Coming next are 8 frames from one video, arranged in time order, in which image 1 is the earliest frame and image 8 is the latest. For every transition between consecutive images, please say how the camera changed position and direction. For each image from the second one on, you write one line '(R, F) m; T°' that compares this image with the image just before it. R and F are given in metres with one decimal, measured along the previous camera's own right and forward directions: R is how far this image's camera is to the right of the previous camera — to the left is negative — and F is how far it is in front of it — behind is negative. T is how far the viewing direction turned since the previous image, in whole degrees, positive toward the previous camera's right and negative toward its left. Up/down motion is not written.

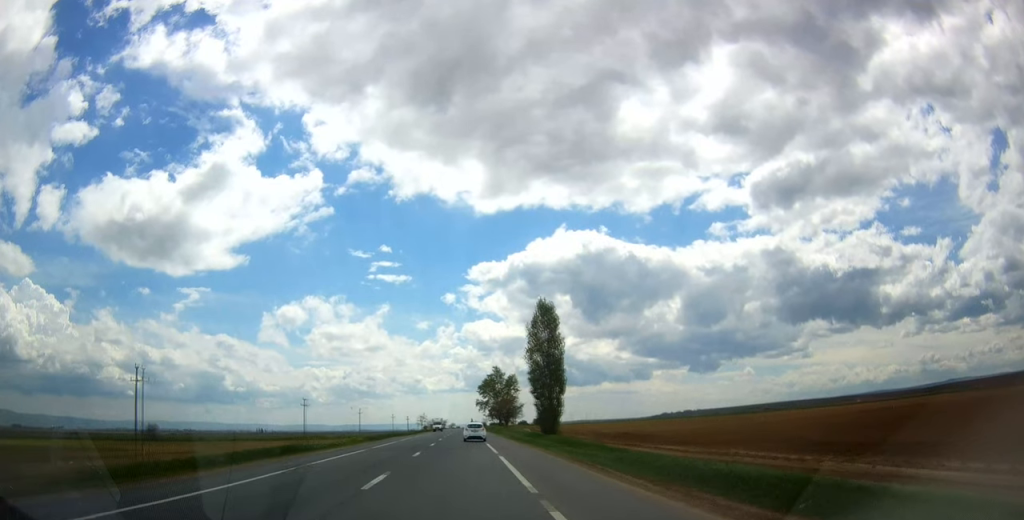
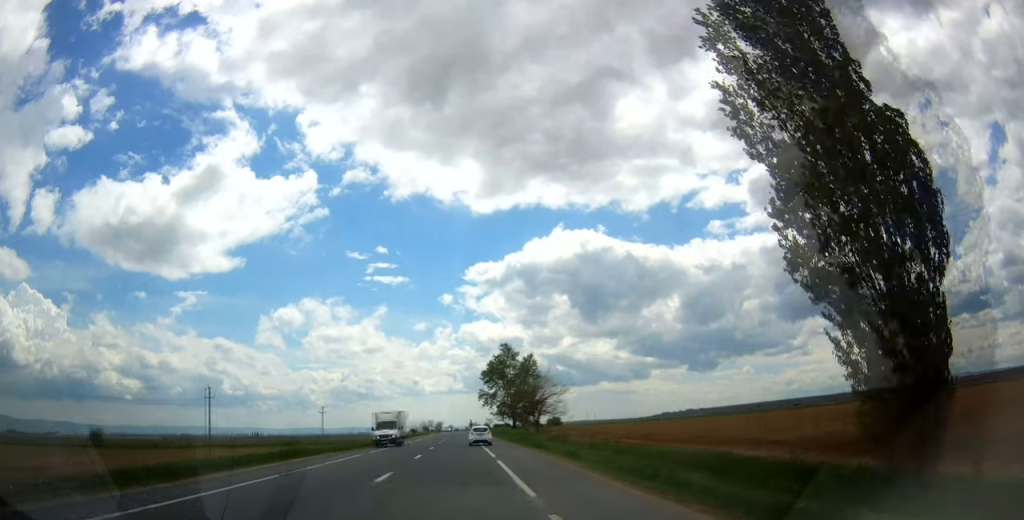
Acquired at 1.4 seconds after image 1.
(0.0, +45.3) m; -1°
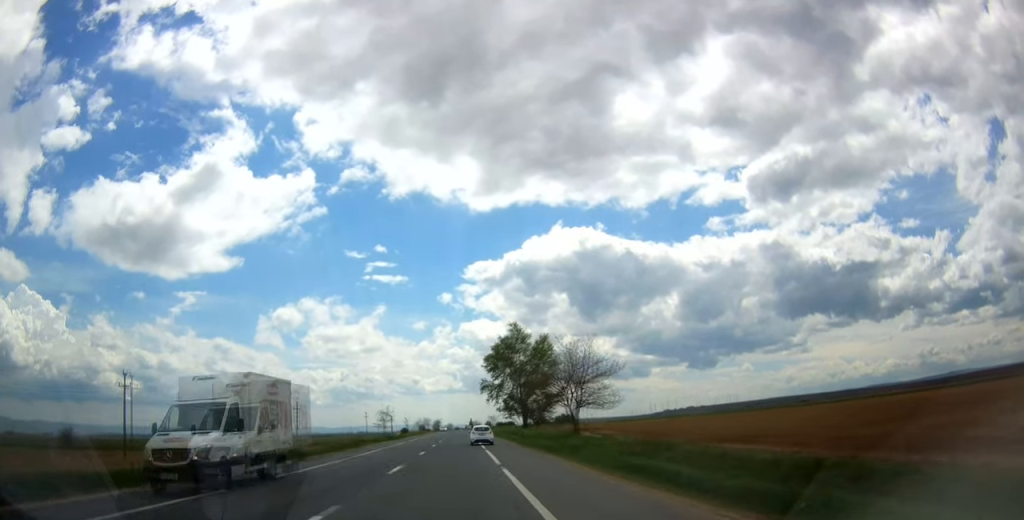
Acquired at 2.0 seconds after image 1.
(0.0, +19.4) m; 0°
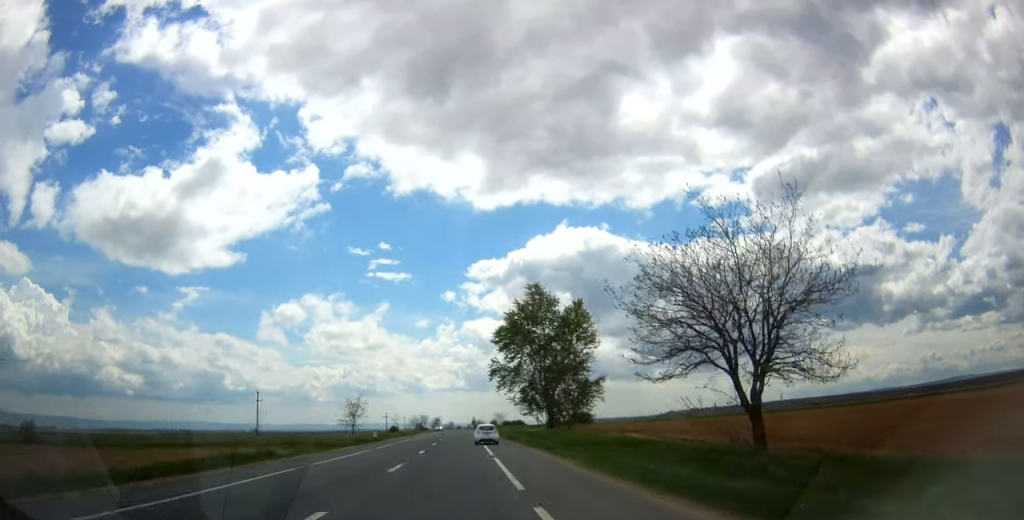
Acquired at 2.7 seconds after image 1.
(-0.5, +23.4) m; 0°
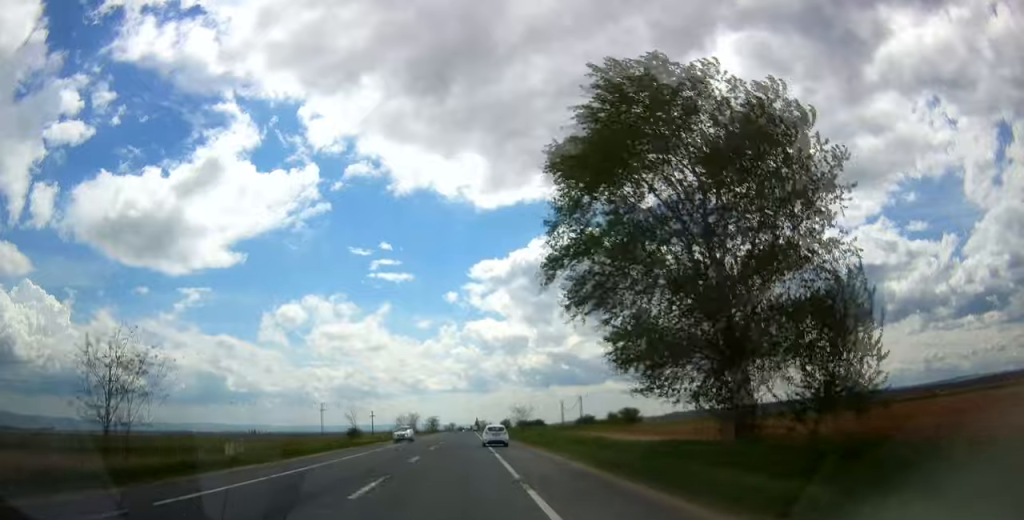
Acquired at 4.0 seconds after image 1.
(+0.7, +40.8) m; +1°
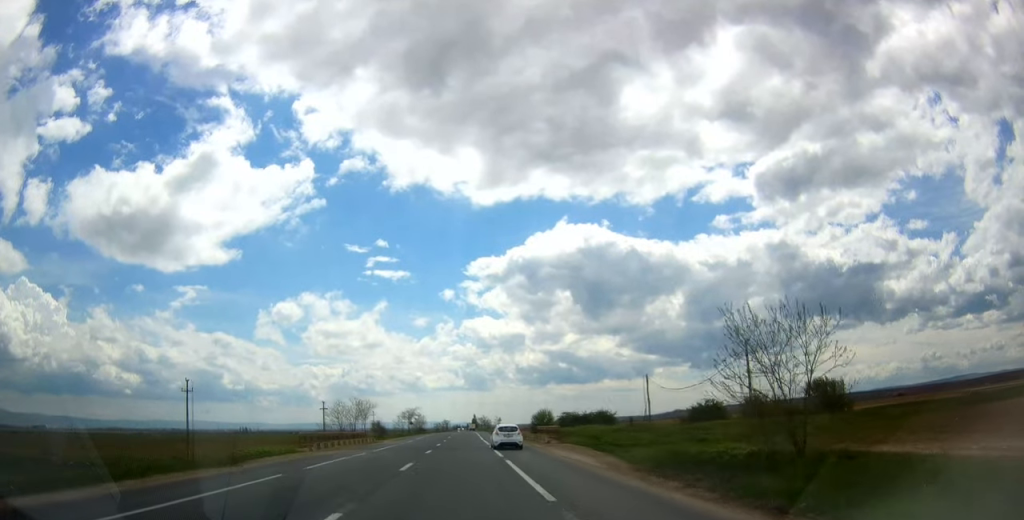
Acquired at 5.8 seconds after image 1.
(-1.0, +62.8) m; -1°
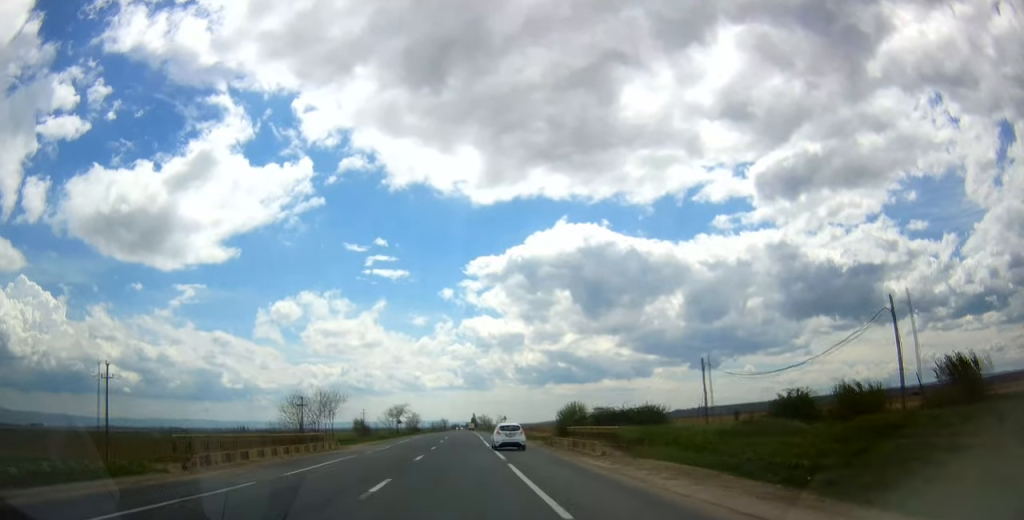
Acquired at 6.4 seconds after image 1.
(-0.1, +17.6) m; 0°
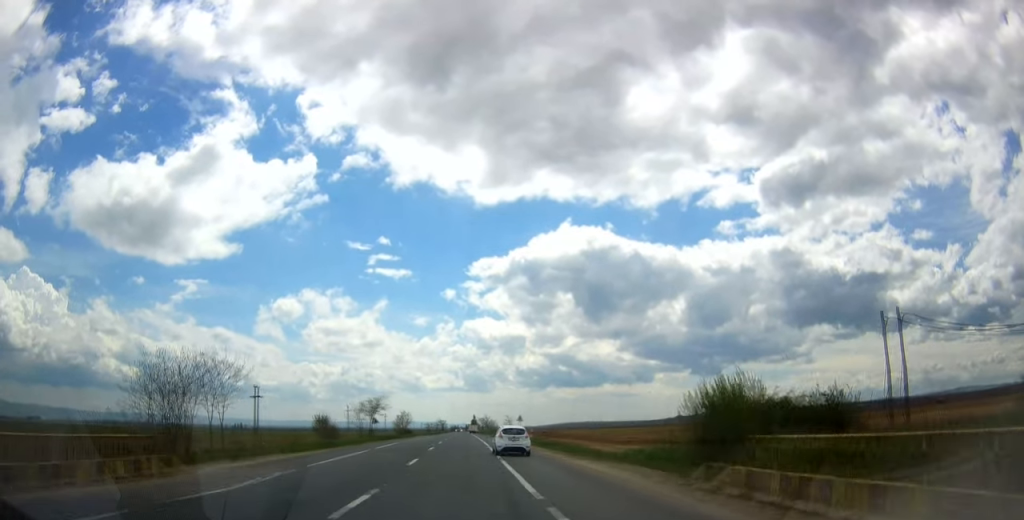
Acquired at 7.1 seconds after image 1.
(+0.1, +25.8) m; 0°
